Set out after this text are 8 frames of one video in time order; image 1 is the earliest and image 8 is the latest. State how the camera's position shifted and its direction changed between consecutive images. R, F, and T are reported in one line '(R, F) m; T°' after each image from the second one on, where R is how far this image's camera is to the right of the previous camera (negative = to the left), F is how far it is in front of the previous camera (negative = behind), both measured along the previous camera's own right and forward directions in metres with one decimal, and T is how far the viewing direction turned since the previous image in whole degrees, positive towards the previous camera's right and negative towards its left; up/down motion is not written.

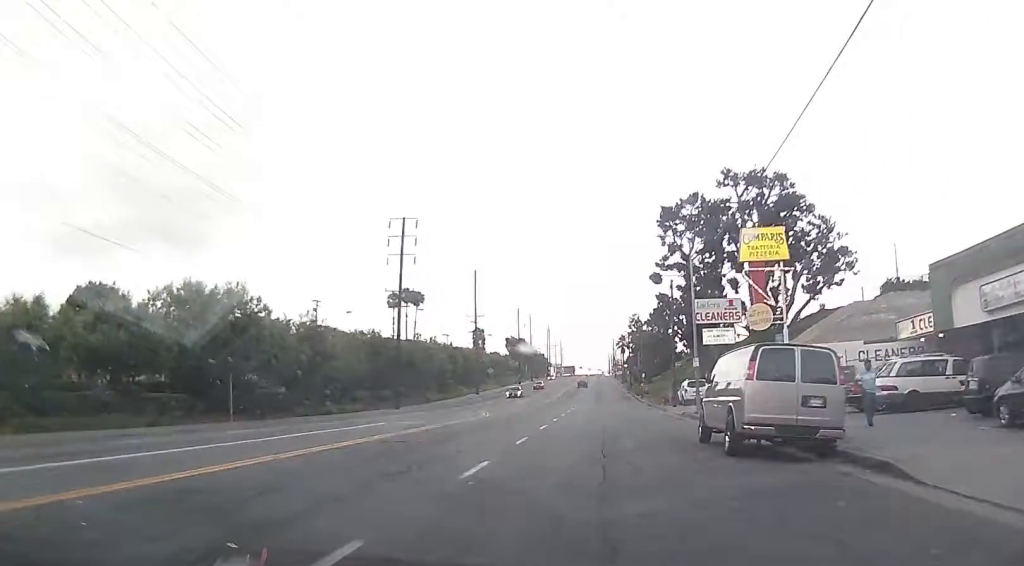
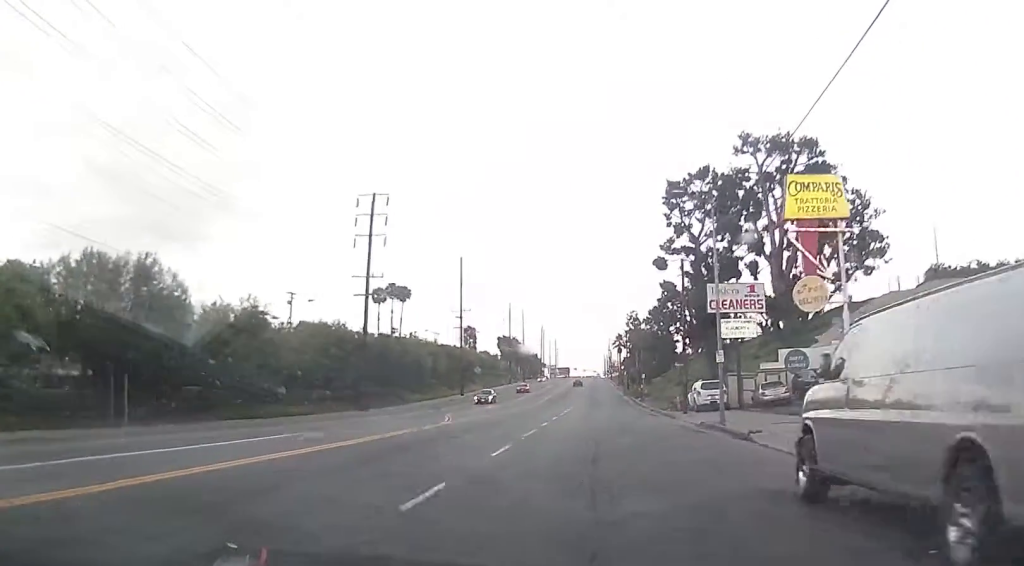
(-0.1, +9.9) m; -2°
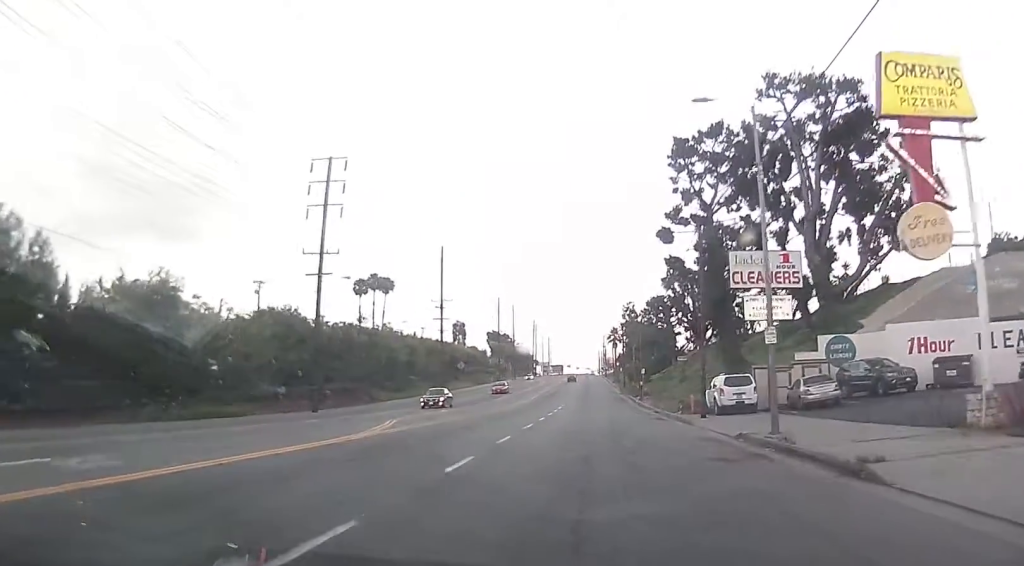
(-0.3, +10.6) m; -1°
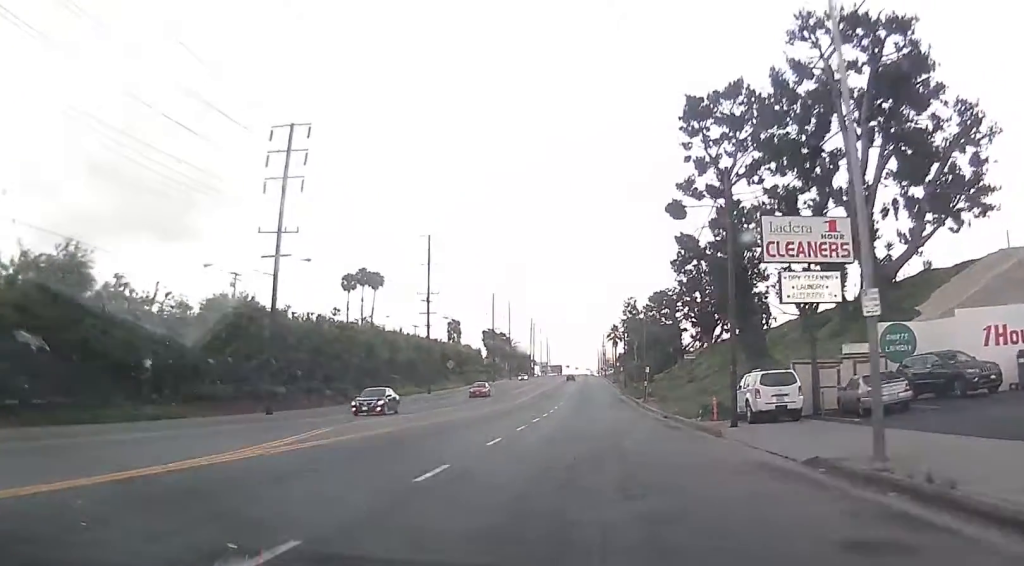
(0.0, +8.4) m; 0°
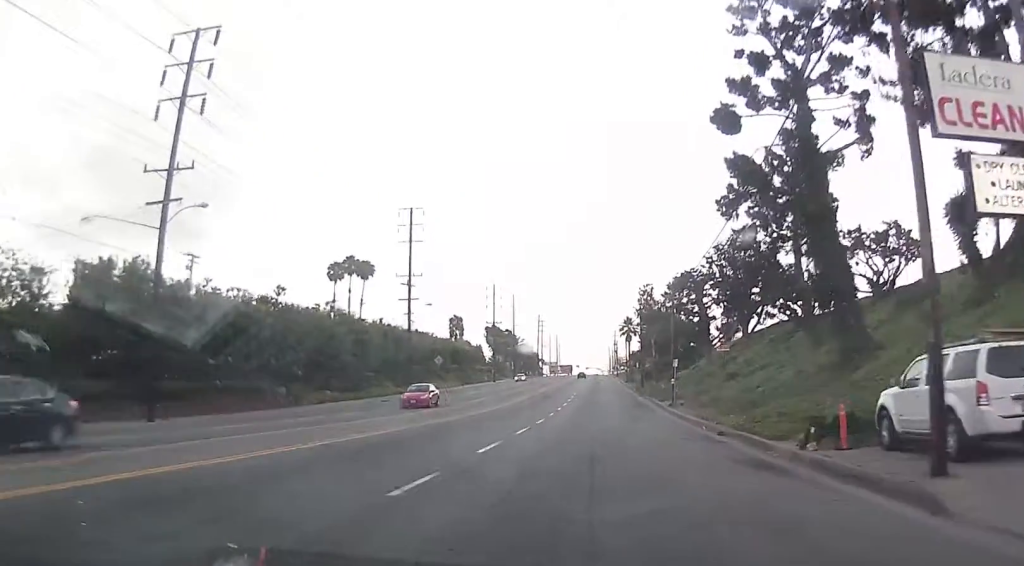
(0.0, +15.7) m; +1°
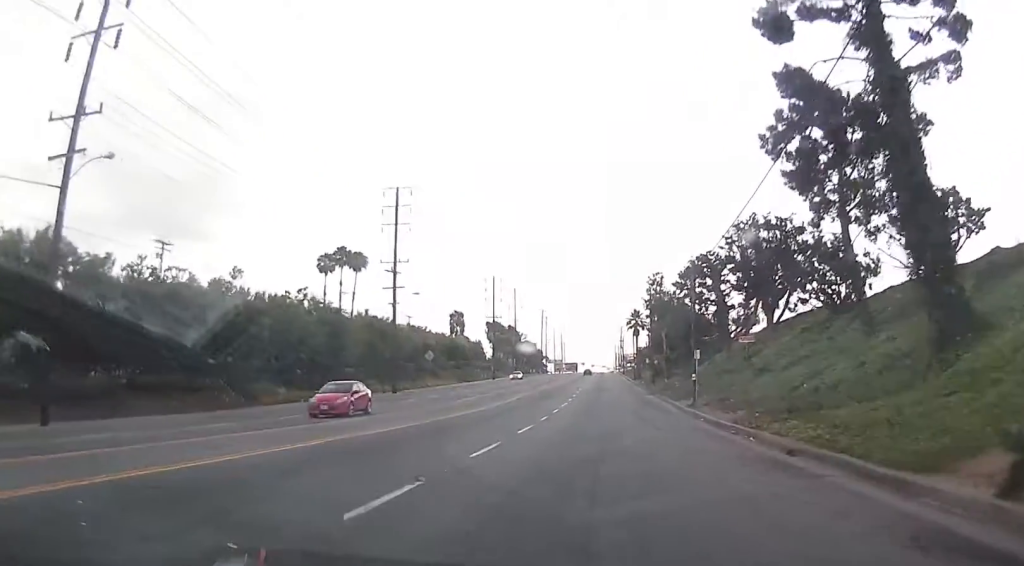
(0.0, +8.4) m; +1°
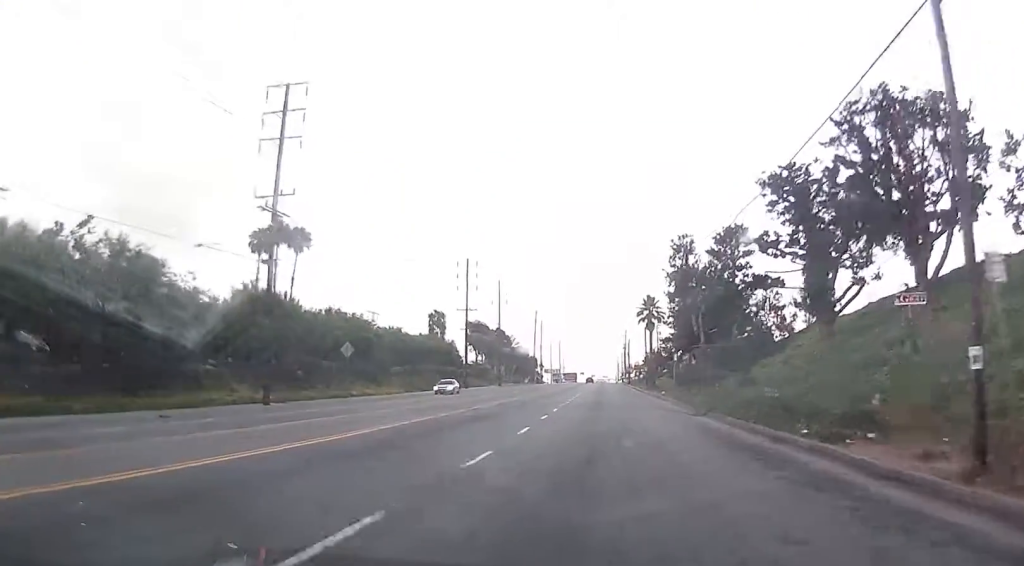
(0.0, +31.2) m; -2°
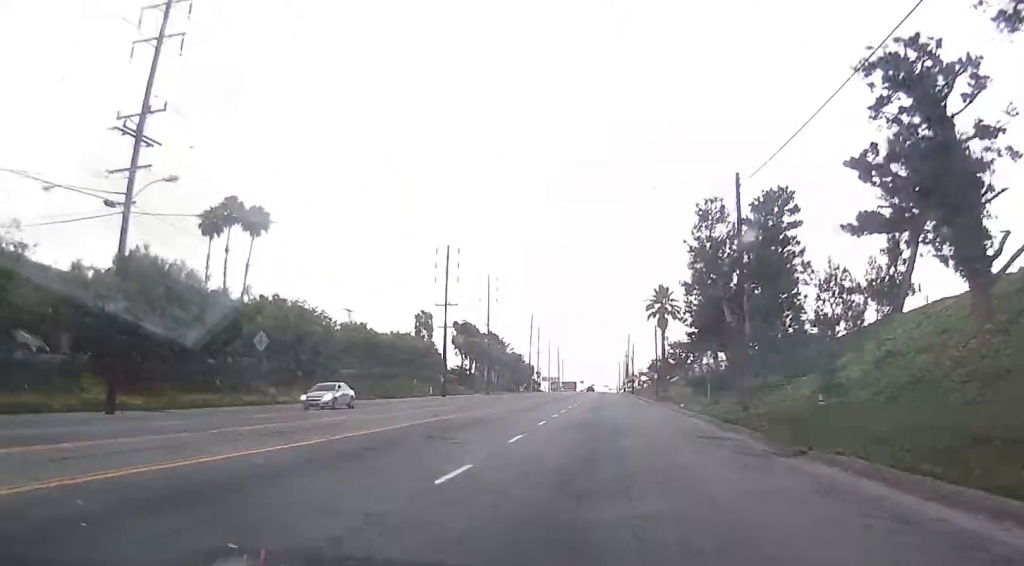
(0.0, +17.0) m; 0°
